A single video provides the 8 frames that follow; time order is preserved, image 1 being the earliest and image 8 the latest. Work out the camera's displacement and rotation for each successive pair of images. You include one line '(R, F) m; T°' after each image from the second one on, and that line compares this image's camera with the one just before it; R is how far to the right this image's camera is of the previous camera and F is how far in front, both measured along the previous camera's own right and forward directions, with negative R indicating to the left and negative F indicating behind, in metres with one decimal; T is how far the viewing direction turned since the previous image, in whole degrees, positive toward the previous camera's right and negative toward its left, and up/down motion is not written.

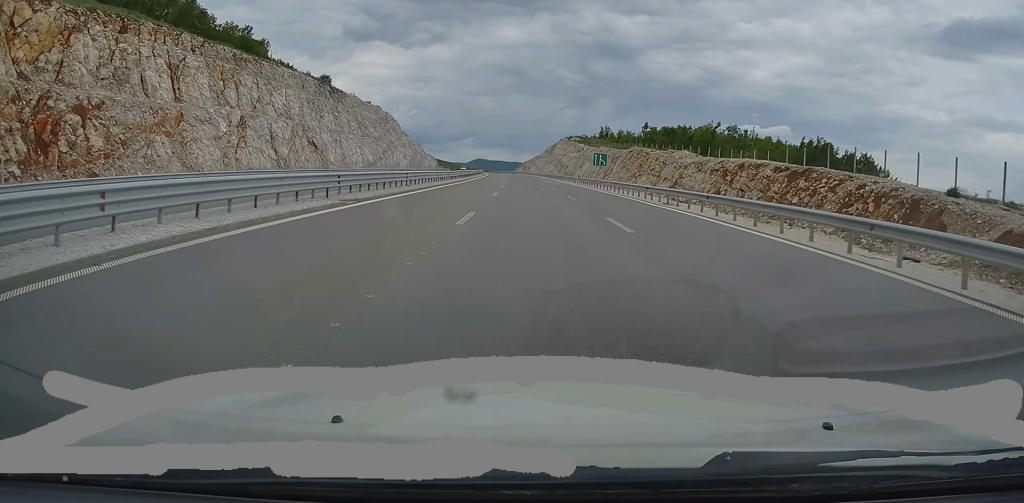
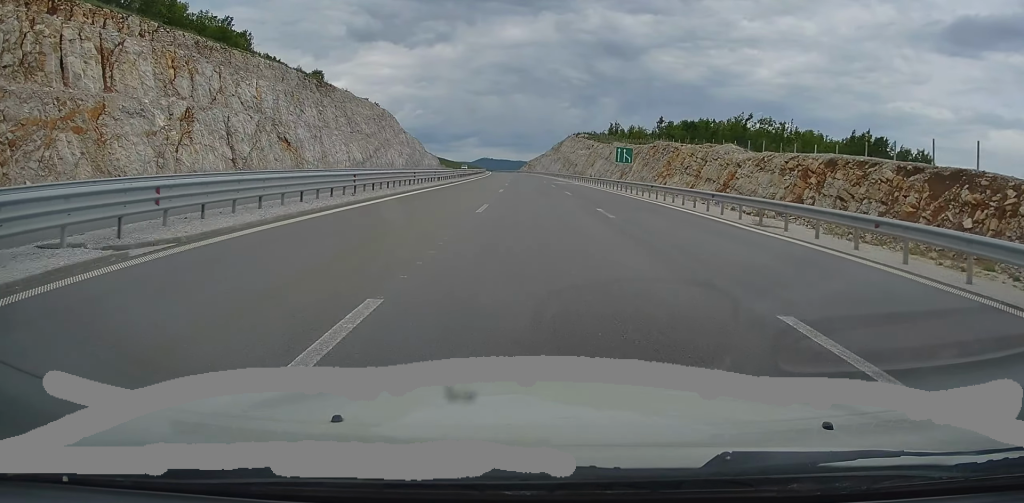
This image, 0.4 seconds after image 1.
(0.0, +11.4) m; 0°
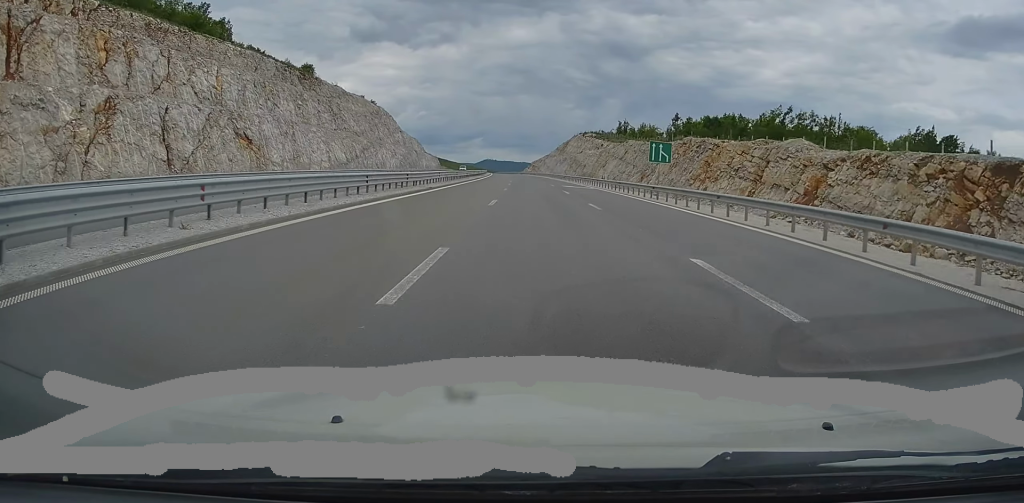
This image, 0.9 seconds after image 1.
(0.0, +11.4) m; 0°
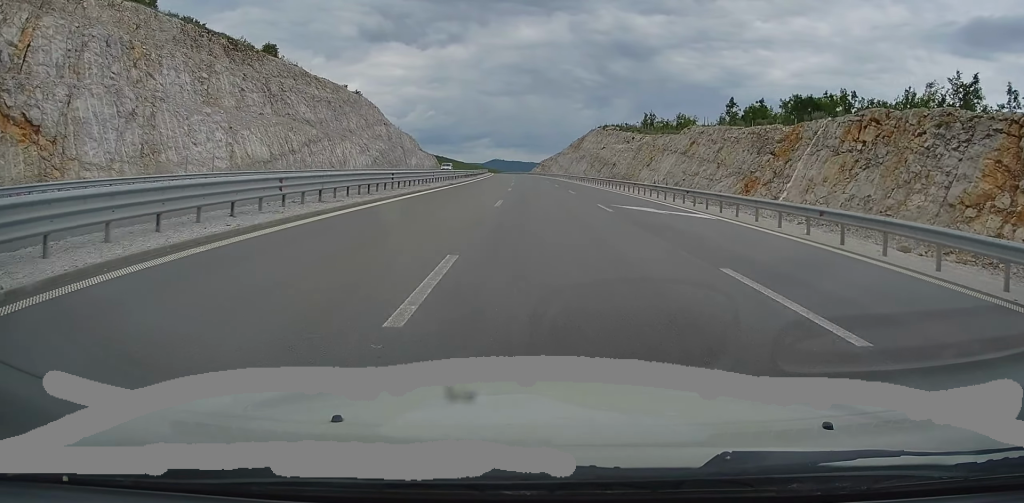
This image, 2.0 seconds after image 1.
(-0.1, +34.2) m; 0°
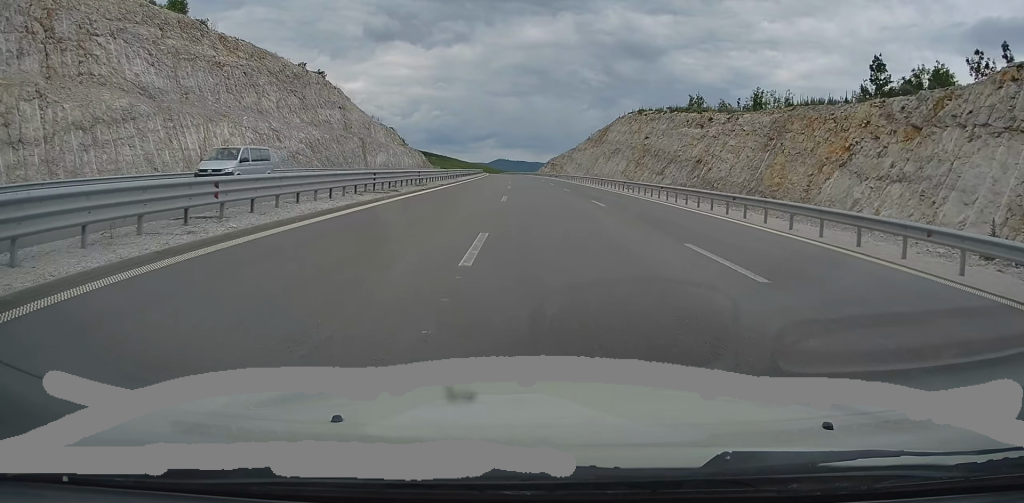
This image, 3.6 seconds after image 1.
(0.0, +46.7) m; 0°
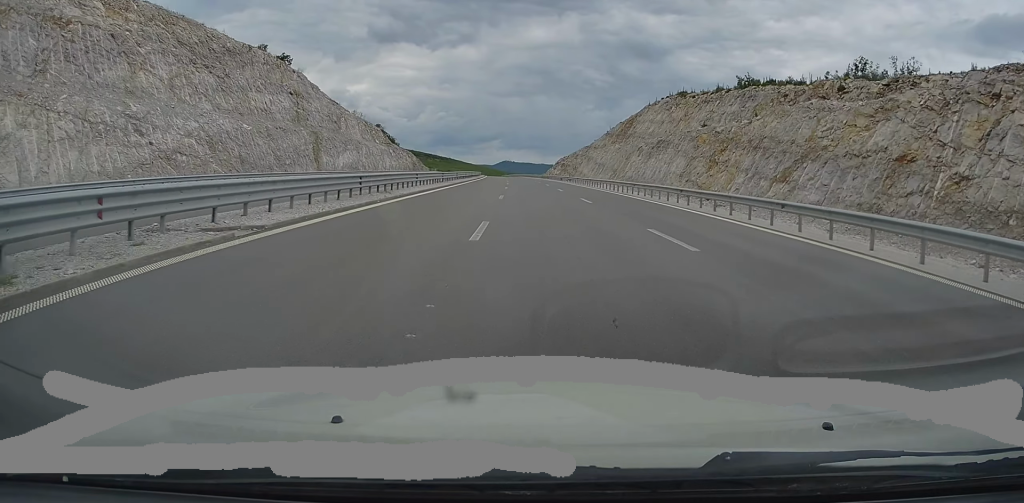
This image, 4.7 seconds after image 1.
(-0.2, +29.7) m; -1°
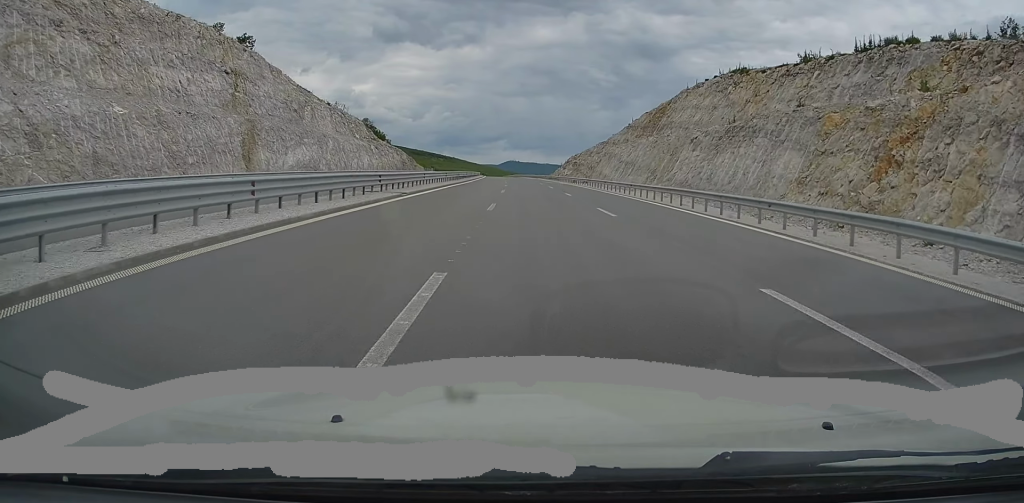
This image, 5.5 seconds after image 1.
(-0.2, +23.5) m; -1°
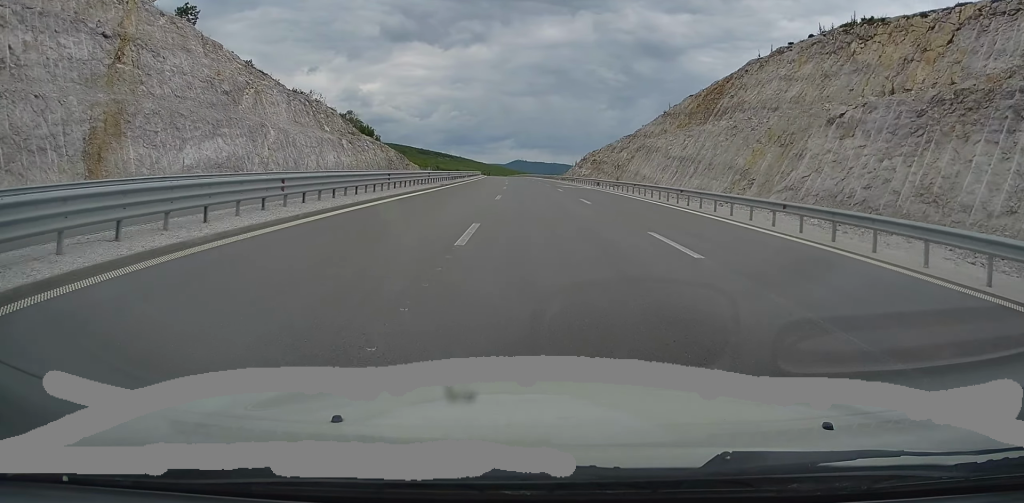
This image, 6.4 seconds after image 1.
(0.0, +25.1) m; 0°
